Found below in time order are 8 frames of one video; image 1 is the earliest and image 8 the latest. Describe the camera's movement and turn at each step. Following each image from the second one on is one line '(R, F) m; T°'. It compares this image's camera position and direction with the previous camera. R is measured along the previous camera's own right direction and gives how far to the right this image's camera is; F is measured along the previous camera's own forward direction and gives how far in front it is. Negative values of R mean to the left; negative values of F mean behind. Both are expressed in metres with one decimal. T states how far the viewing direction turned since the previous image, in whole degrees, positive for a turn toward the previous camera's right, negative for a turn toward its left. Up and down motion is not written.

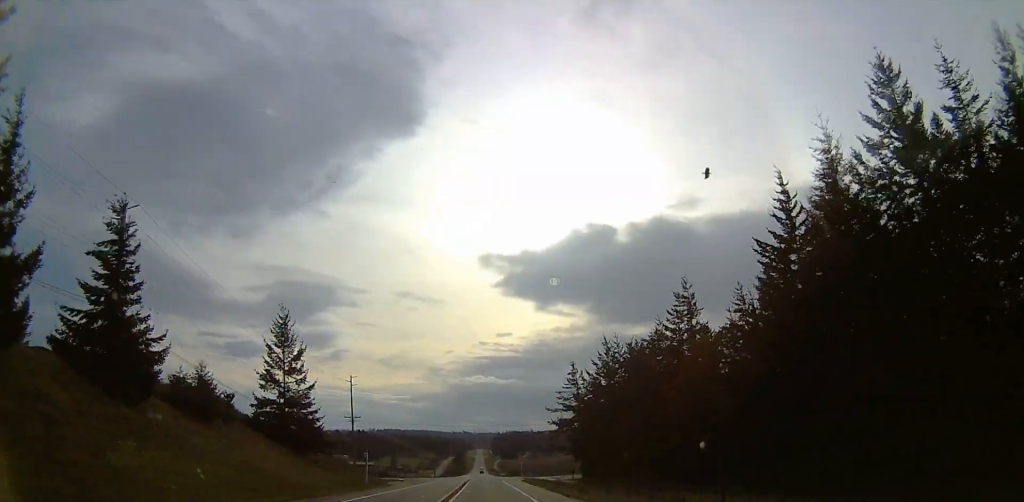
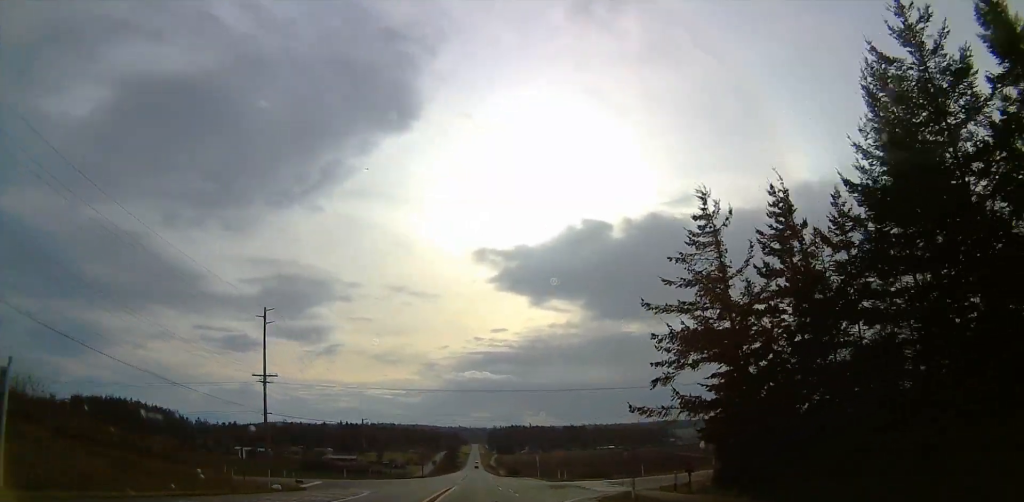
(0.0, +49.8) m; 0°
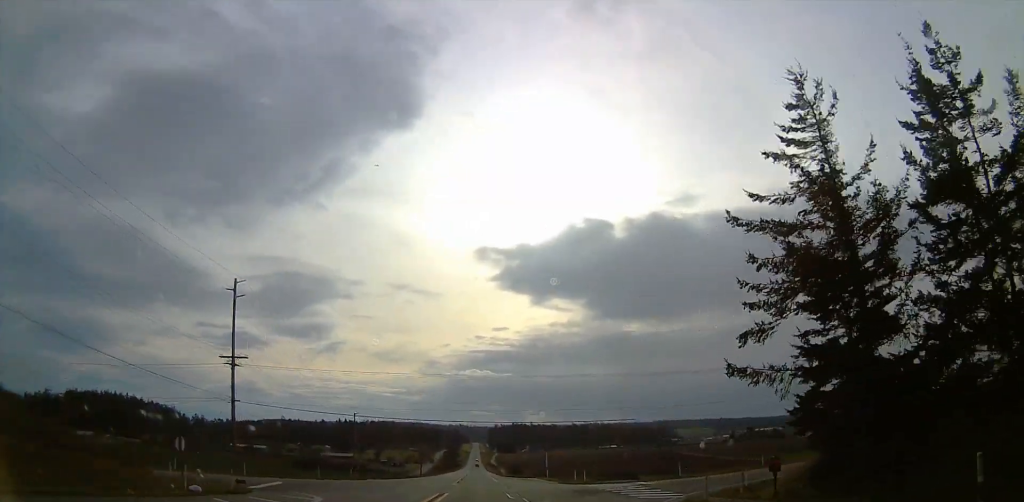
(0.0, +10.1) m; 0°
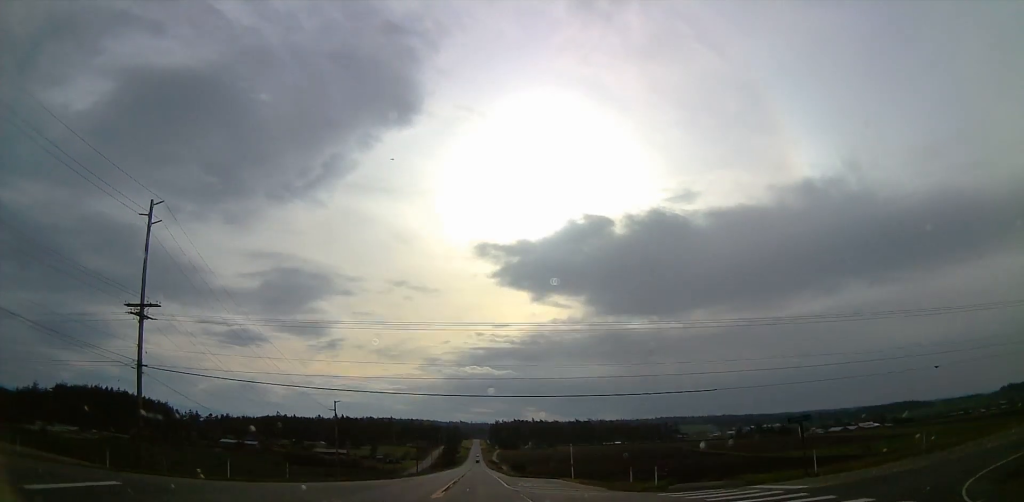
(0.0, +18.2) m; 0°
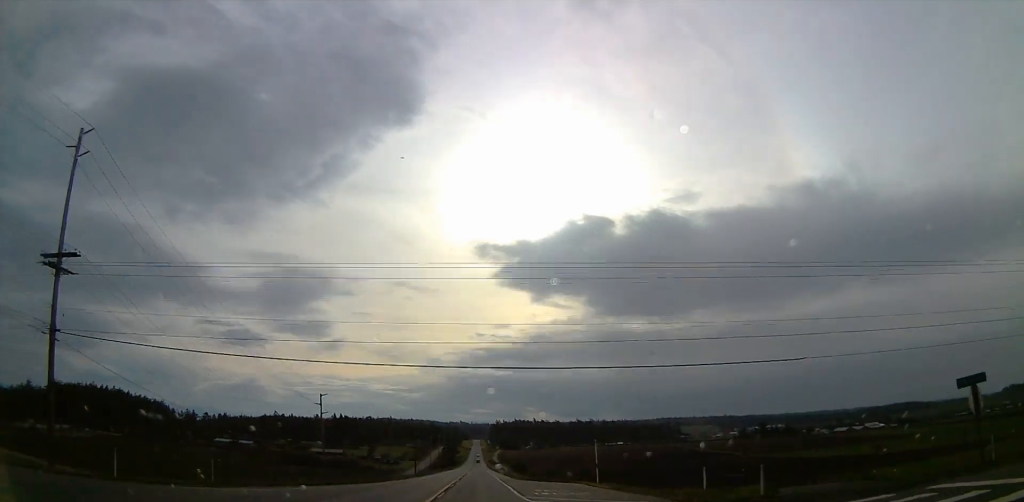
(0.0, +10.6) m; 0°
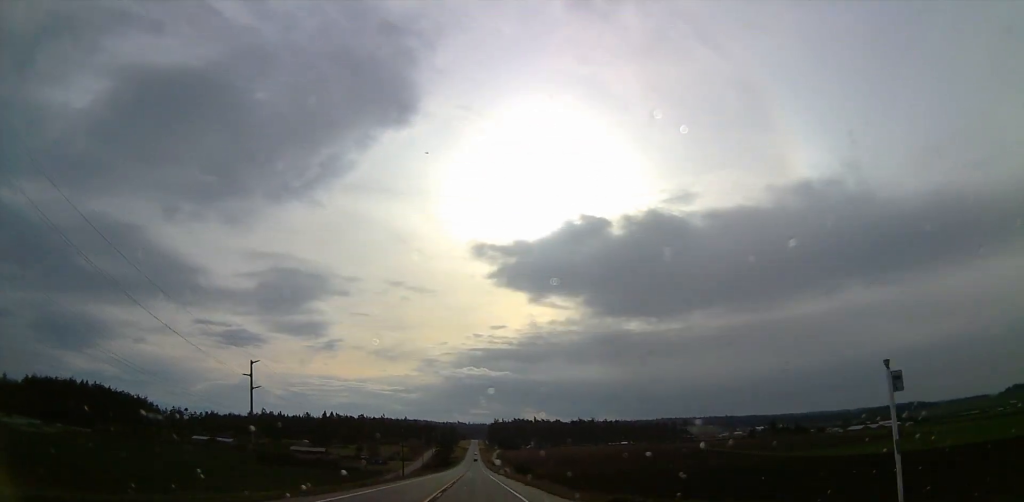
(0.0, +34.5) m; 0°
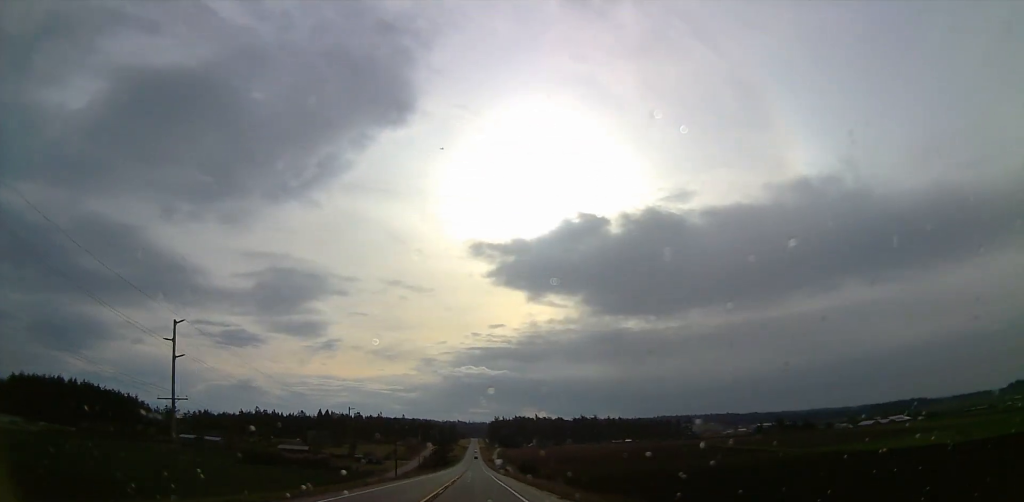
(0.0, +22.1) m; 0°
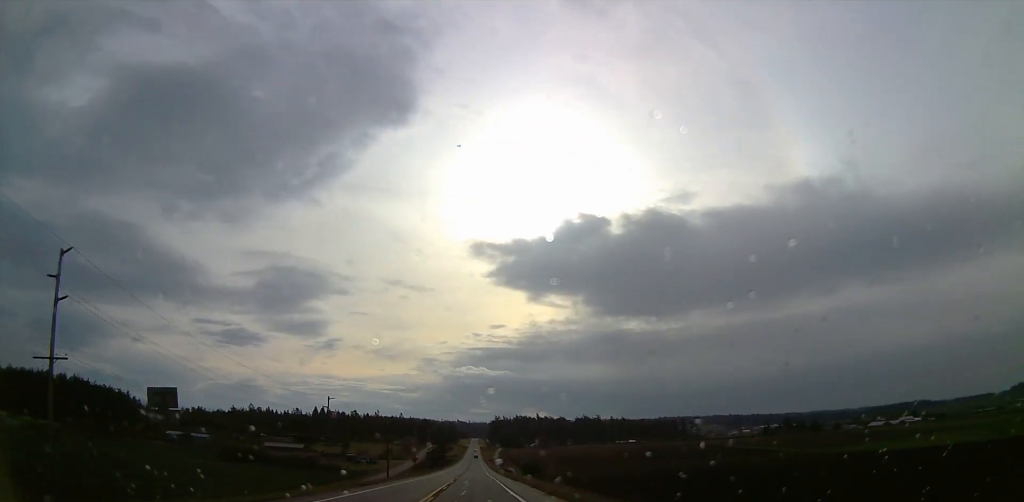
(0.0, +18.8) m; 0°
